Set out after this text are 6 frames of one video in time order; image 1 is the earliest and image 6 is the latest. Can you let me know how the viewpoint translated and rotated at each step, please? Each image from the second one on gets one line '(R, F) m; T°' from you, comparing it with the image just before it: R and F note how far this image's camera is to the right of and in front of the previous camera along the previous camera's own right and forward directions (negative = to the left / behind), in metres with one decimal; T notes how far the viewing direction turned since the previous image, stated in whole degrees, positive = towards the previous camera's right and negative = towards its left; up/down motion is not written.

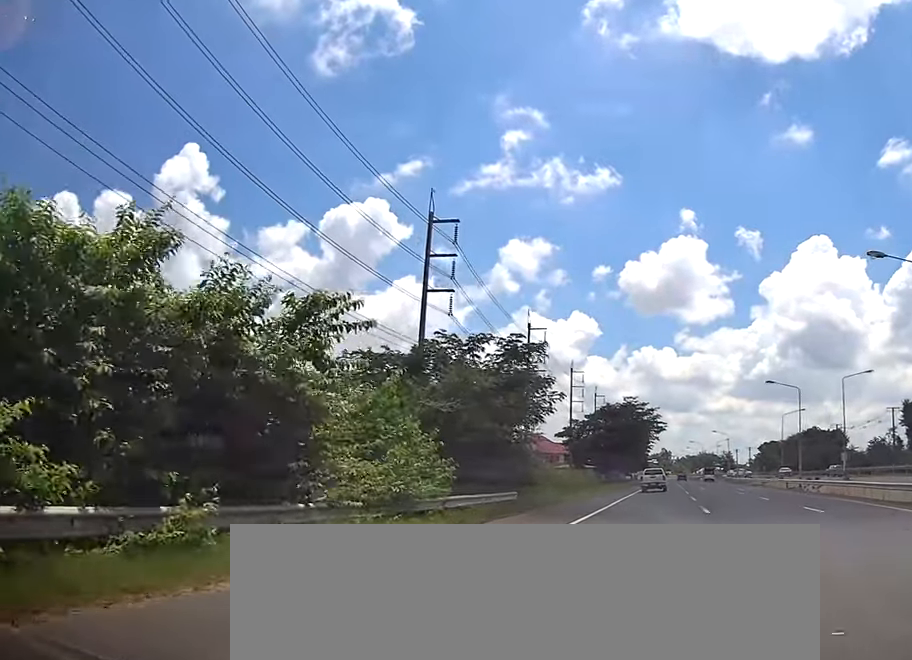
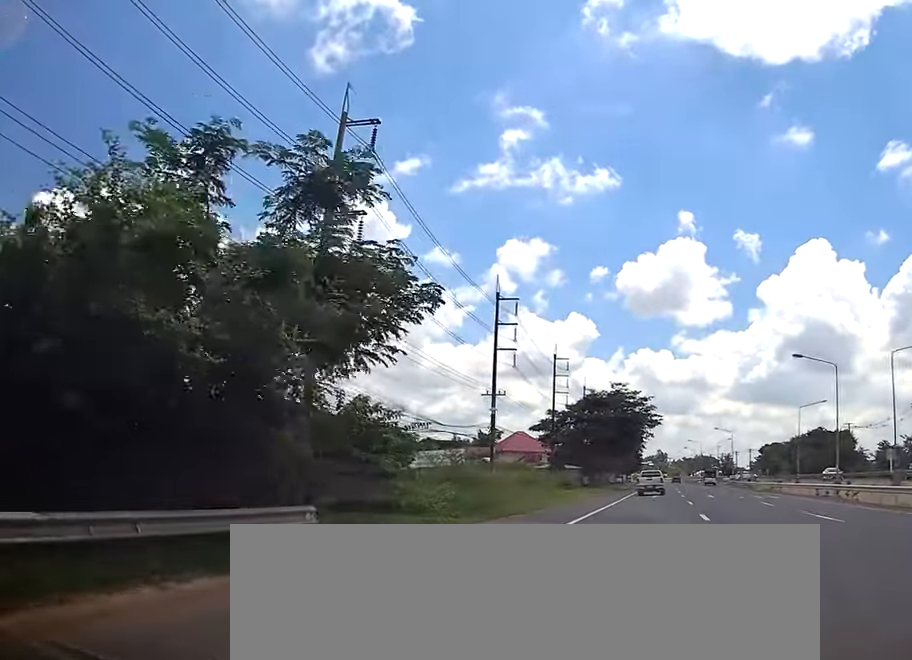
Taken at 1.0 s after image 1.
(0.0, +14.6) m; 0°
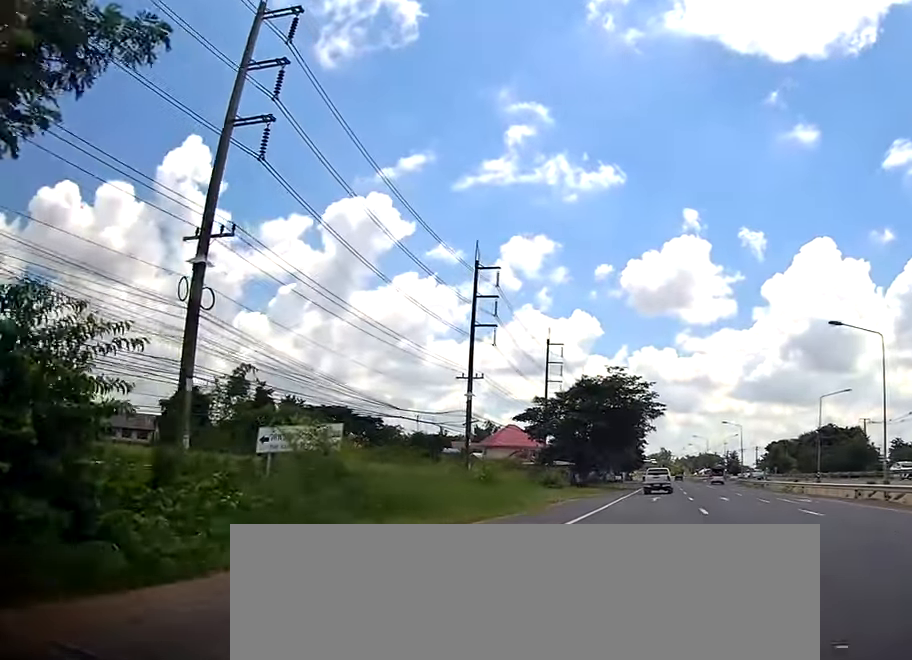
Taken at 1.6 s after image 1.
(0.0, +9.5) m; 0°
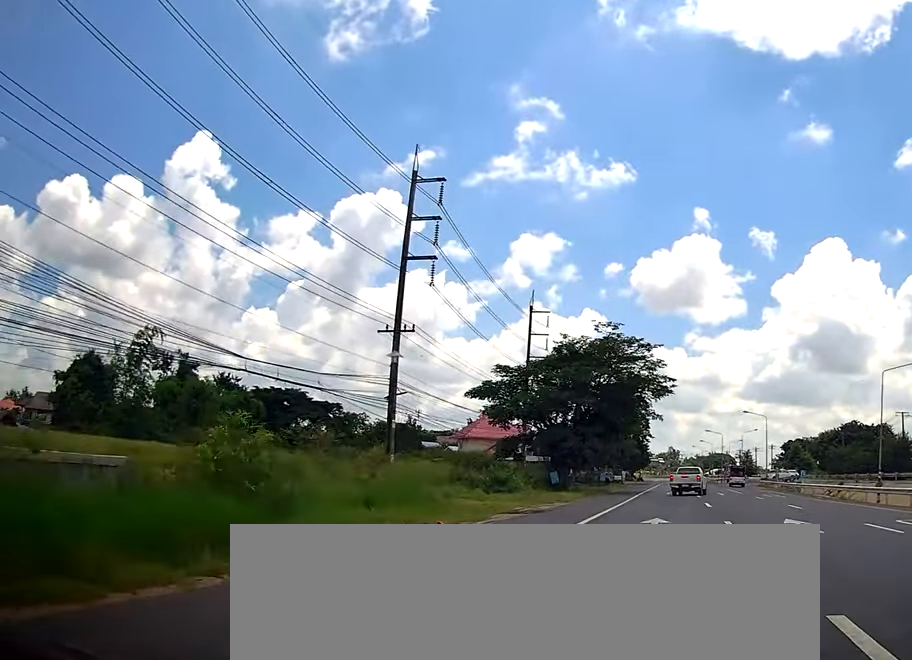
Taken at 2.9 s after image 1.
(0.0, +18.5) m; -1°
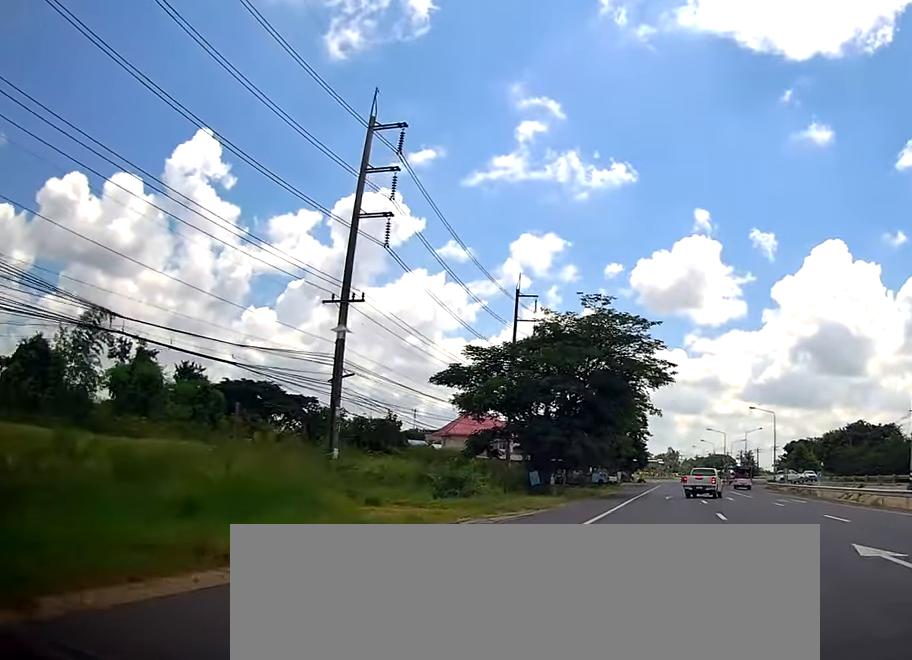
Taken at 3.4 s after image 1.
(0.0, +7.4) m; -1°
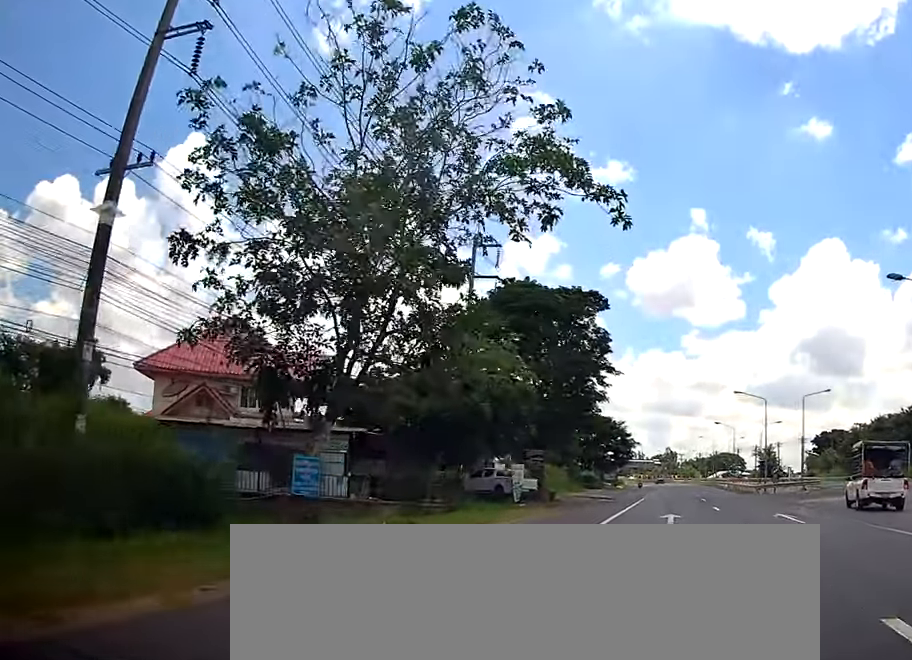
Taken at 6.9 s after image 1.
(-1.1, +55.0) m; 0°
